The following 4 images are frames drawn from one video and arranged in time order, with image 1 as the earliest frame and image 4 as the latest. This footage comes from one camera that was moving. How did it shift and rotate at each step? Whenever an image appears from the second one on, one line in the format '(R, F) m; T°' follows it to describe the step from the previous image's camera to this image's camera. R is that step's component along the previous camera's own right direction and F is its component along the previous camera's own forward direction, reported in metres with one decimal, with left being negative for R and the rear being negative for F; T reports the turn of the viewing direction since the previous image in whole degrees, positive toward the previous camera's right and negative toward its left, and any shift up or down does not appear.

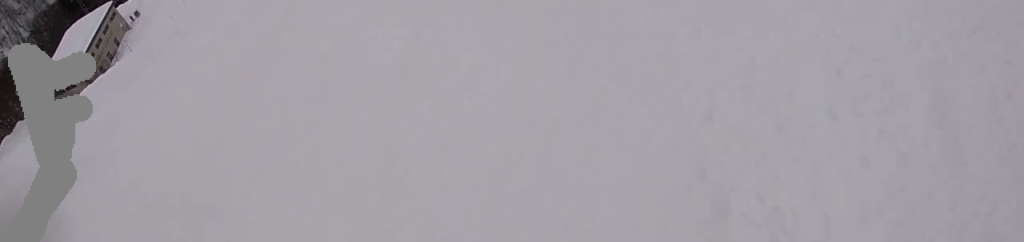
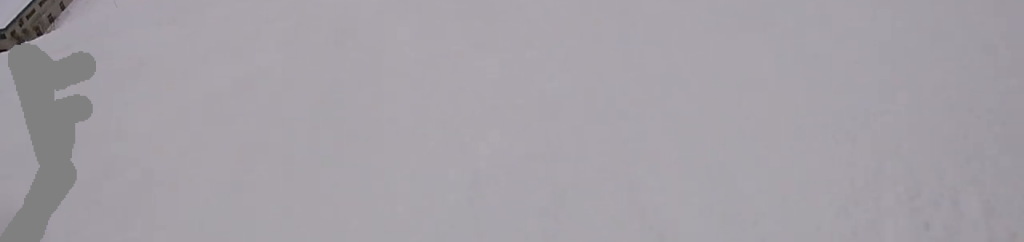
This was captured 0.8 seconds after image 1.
(+0.1, +5.7) m; -11°
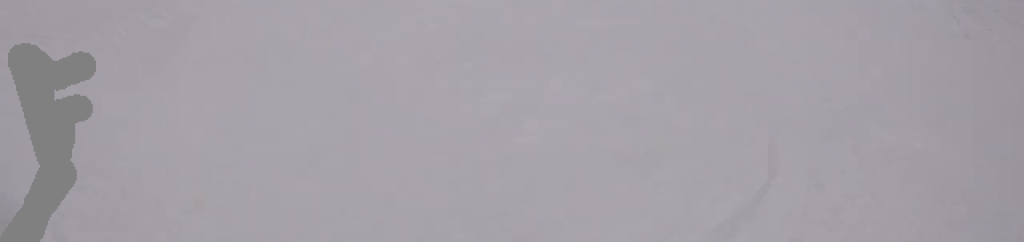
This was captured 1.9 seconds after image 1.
(-1.6, +8.3) m; -15°
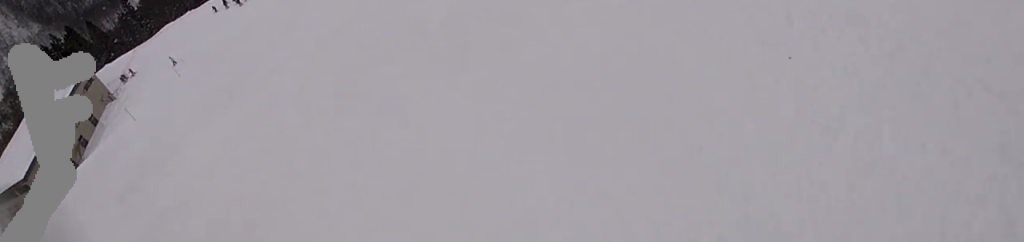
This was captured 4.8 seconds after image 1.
(+7.3, +24.6) m; +27°
